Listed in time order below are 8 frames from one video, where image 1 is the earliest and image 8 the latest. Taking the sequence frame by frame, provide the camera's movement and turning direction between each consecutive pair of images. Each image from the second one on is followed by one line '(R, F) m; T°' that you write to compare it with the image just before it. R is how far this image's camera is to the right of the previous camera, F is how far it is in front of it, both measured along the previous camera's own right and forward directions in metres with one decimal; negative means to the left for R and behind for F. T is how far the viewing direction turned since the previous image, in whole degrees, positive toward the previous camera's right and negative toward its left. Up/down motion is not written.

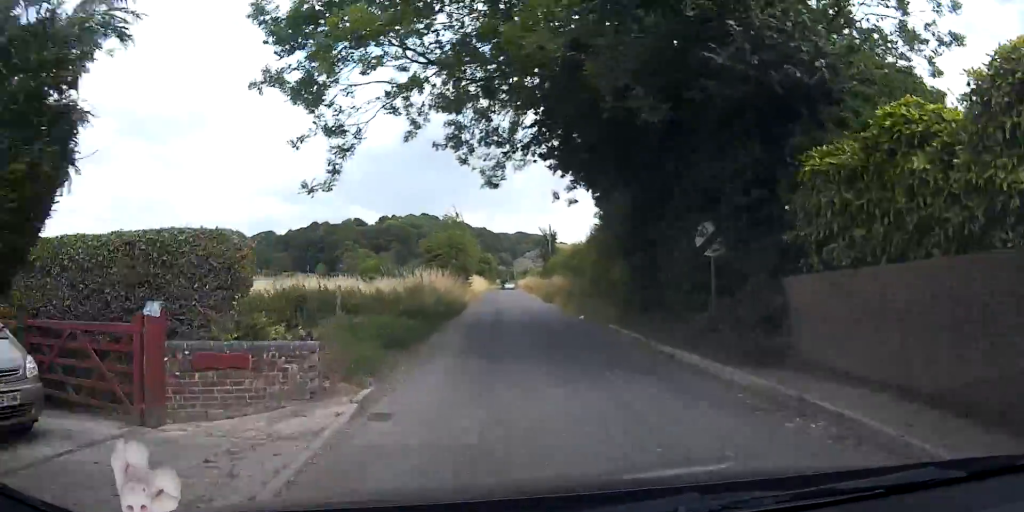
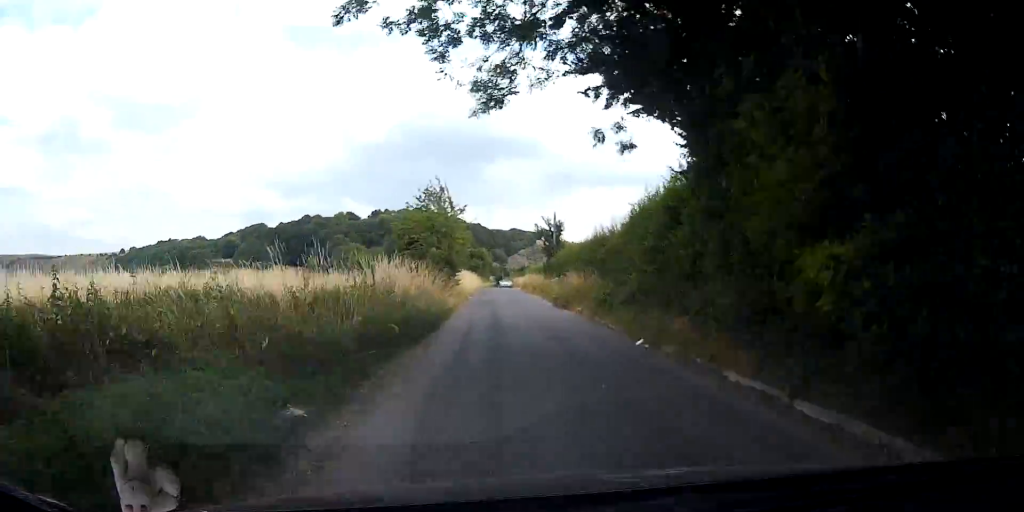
(+0.1, +9.1) m; +1°
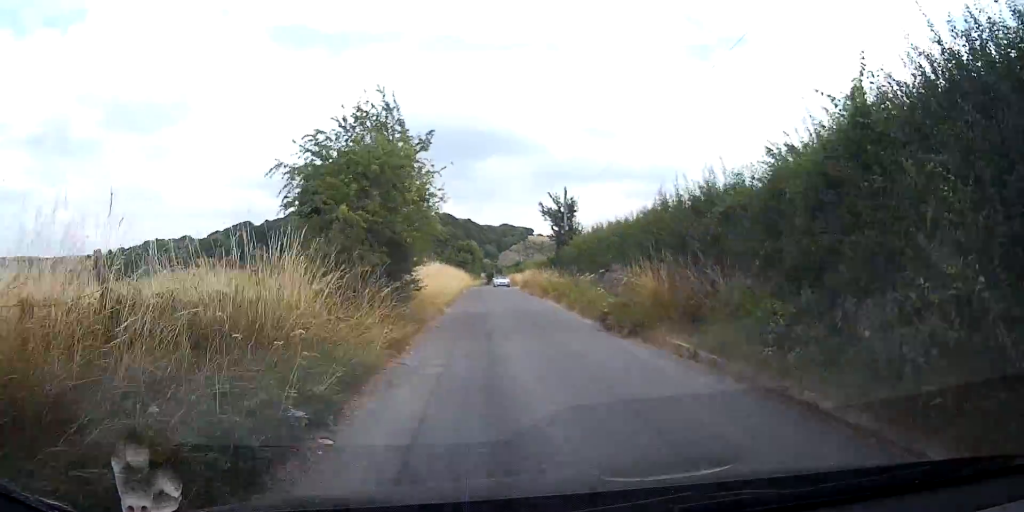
(+0.3, +13.3) m; 0°
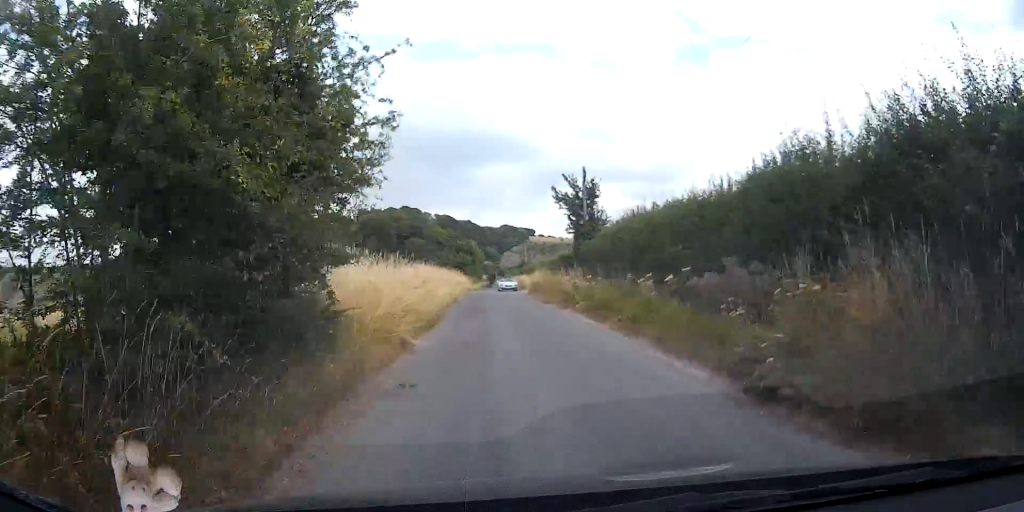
(-0.1, +8.3) m; -1°
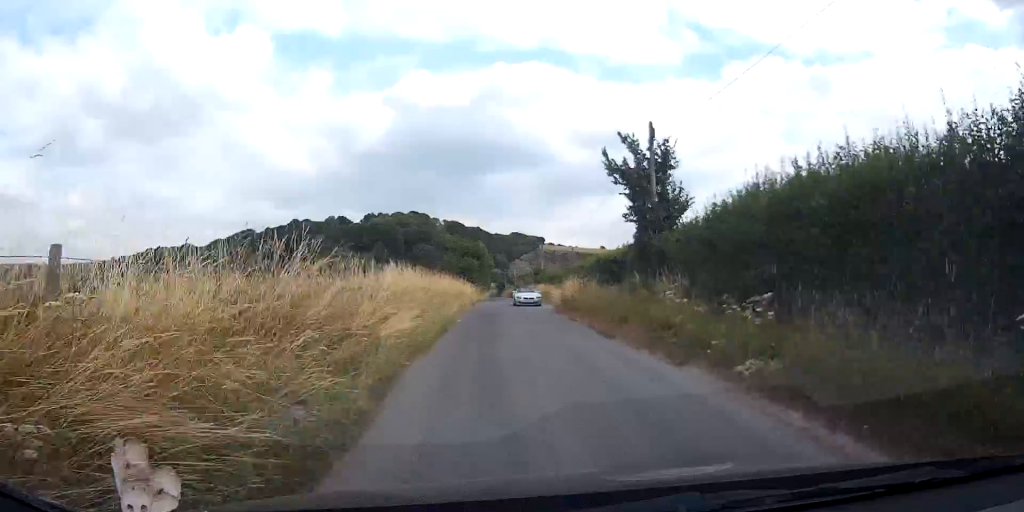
(0.0, +11.9) m; 0°
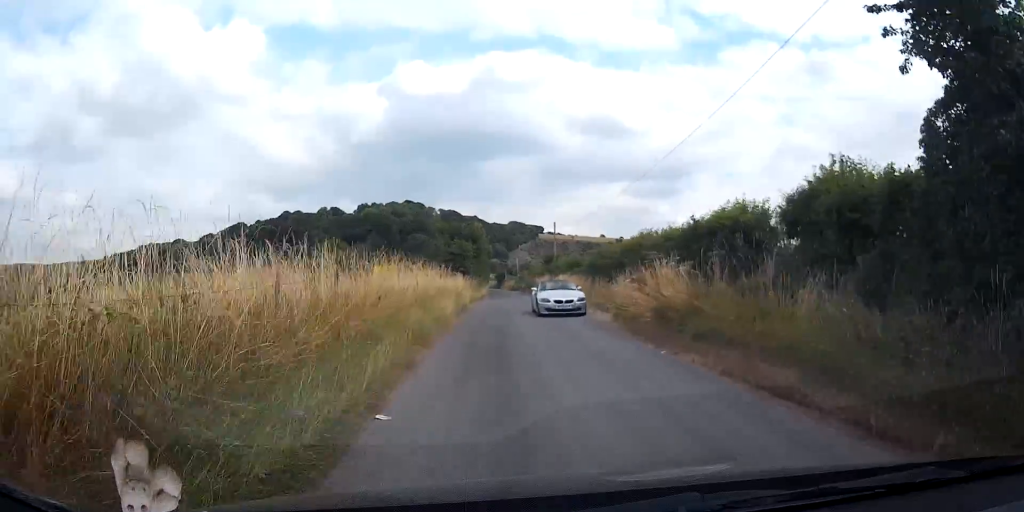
(0.0, +15.9) m; -1°
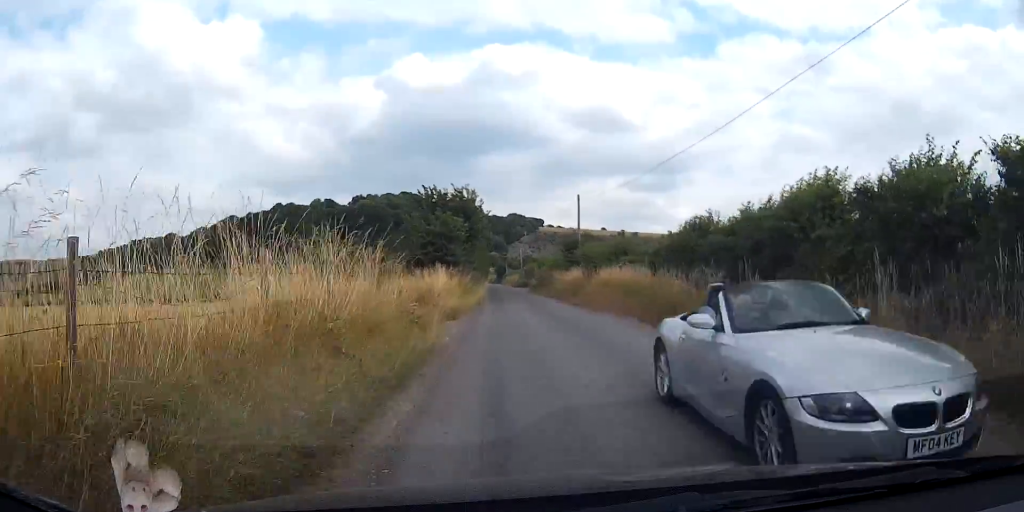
(+0.1, +16.3) m; +3°
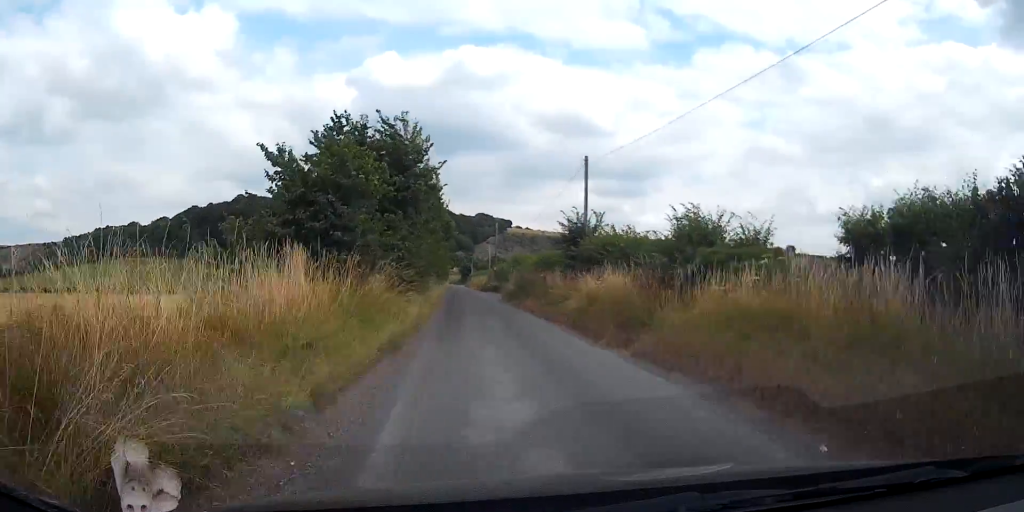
(+0.5, +16.4) m; 0°
